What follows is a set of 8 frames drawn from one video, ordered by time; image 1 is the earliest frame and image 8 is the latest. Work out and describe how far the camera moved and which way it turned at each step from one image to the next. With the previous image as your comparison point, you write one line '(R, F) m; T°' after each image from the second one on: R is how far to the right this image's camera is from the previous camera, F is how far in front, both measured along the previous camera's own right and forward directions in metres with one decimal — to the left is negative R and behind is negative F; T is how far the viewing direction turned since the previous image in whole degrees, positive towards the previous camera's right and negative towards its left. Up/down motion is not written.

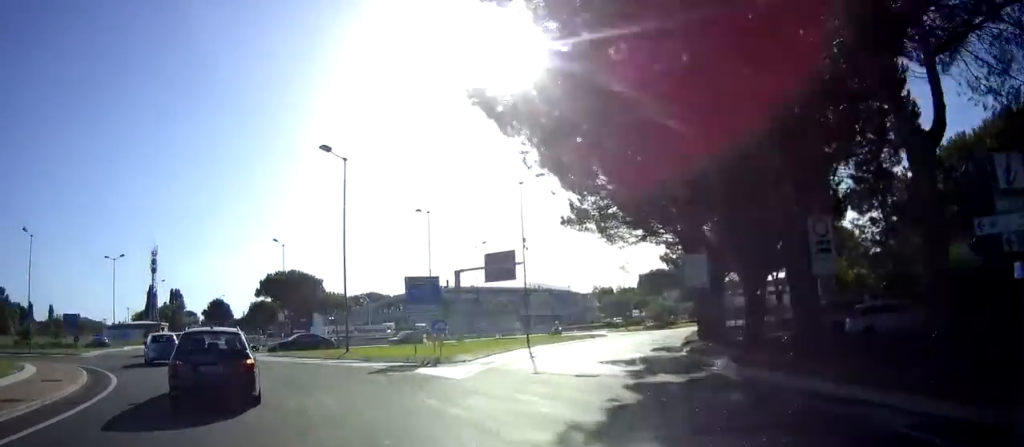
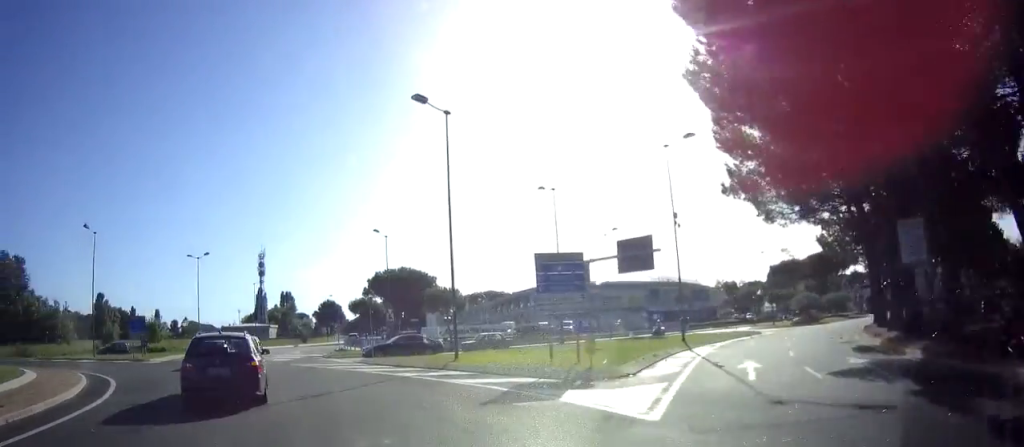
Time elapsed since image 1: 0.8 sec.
(-0.8, +6.4) m; -12°
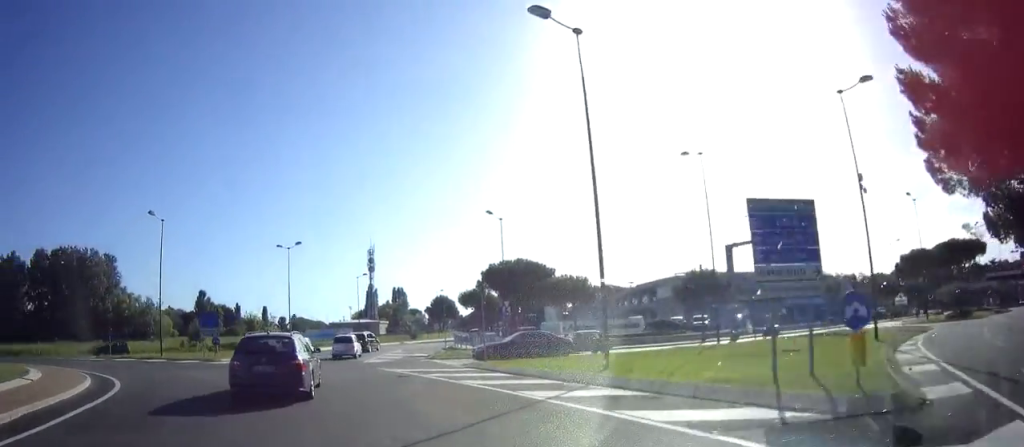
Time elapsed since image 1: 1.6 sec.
(-0.6, +6.0) m; -10°
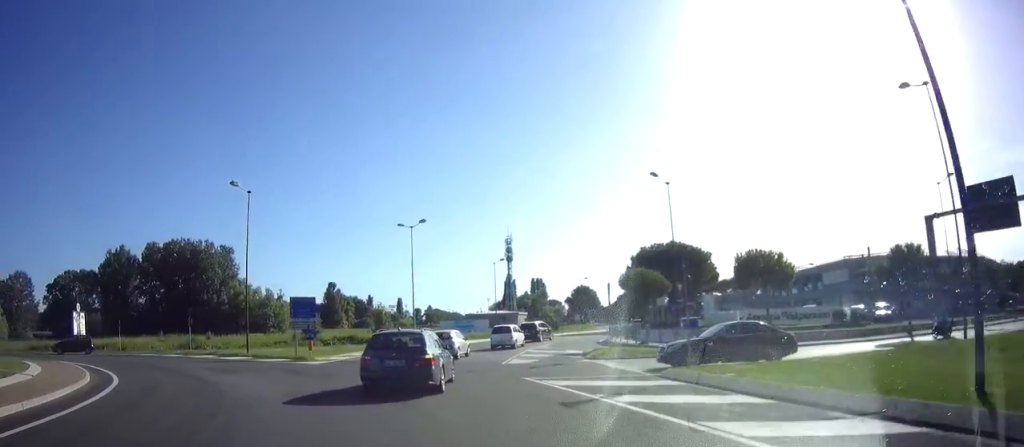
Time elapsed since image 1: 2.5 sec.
(-0.8, +8.1) m; -9°
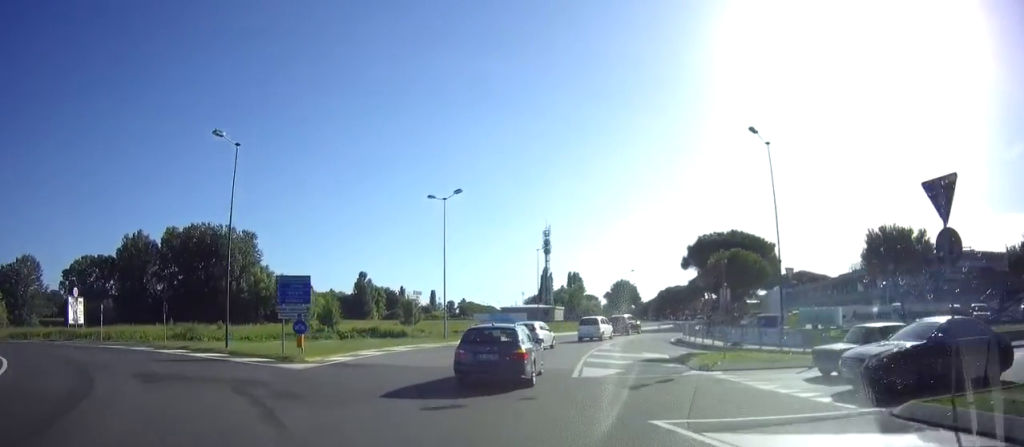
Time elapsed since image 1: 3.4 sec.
(-0.5, +7.7) m; -2°
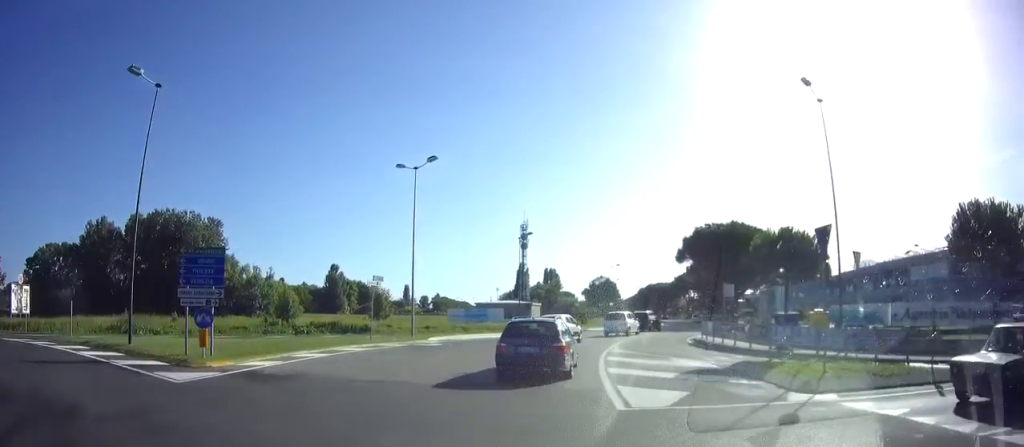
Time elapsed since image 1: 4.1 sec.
(+0.1, +6.3) m; +3°
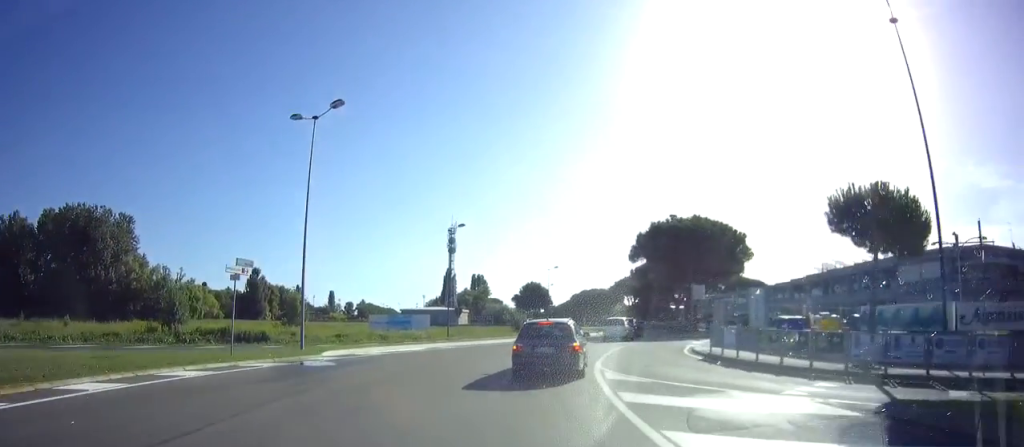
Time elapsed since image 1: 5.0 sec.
(+0.3, +8.7) m; +5°
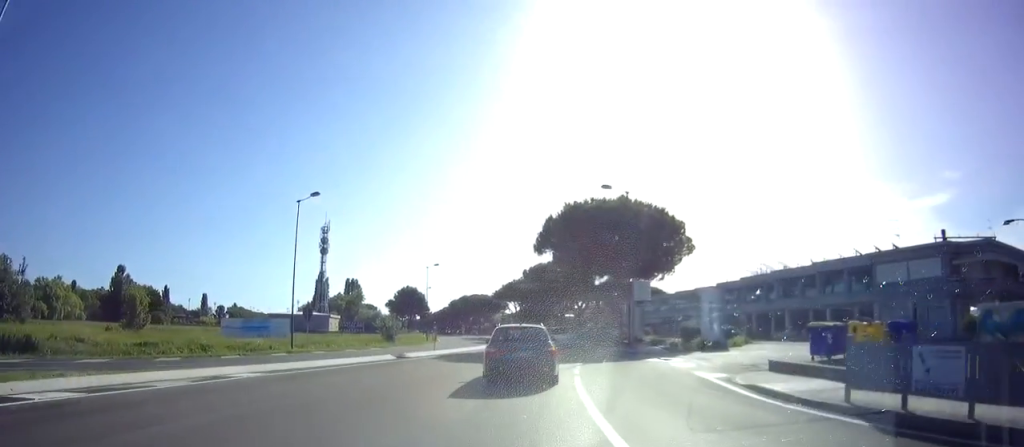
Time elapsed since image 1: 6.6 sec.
(+1.5, +13.3) m; +13°
